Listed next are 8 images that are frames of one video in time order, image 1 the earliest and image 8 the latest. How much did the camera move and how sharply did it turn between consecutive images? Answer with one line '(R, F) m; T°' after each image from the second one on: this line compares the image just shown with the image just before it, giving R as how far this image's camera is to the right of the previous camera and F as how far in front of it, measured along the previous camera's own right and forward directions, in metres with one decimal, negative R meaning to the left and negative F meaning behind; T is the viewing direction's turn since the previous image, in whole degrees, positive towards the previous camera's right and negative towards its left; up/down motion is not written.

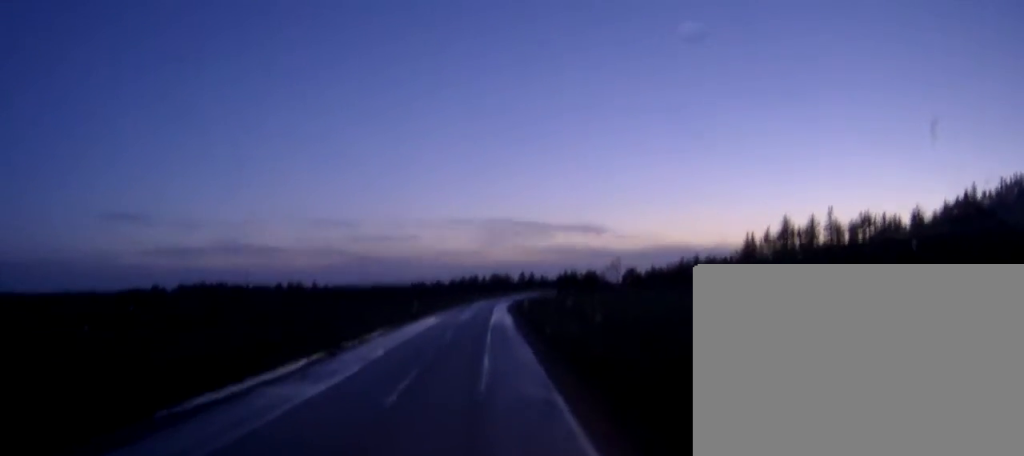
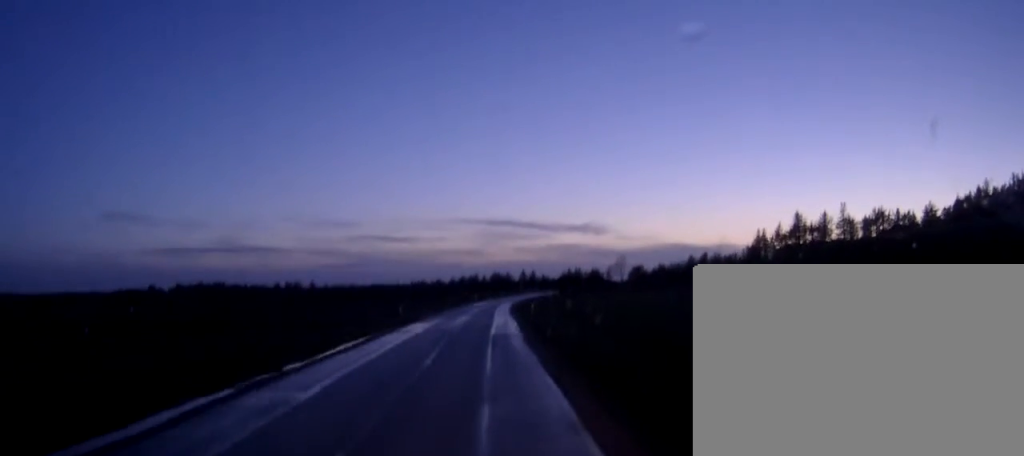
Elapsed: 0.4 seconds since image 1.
(0.0, +8.9) m; 0°
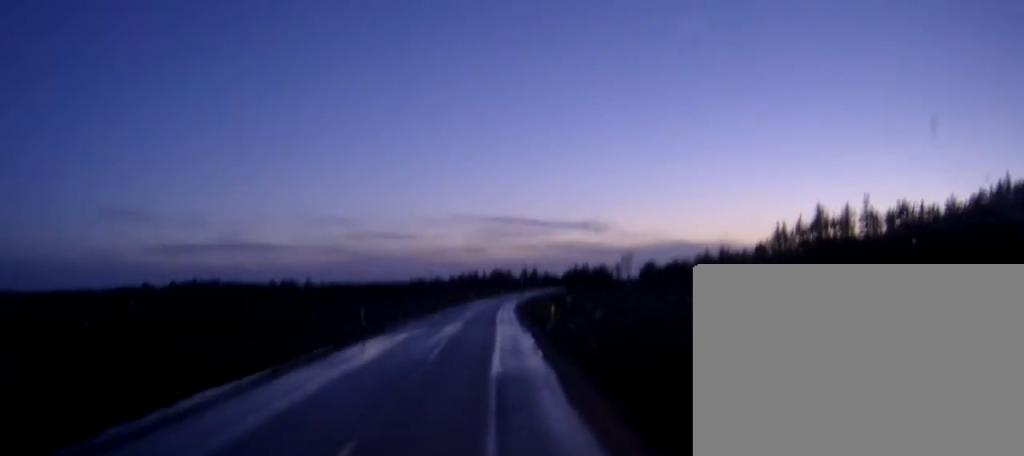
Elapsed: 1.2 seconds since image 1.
(+0.1, +15.0) m; 0°
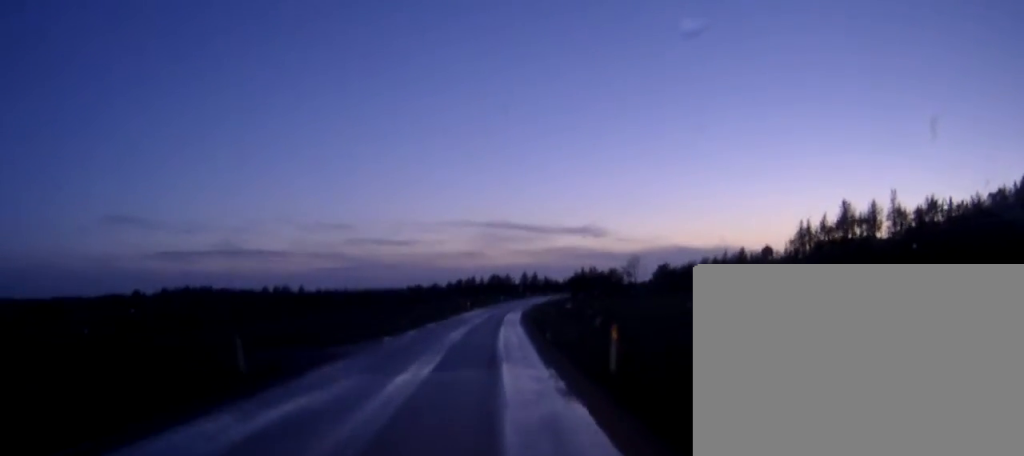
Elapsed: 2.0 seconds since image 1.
(0.0, +16.9) m; 0°
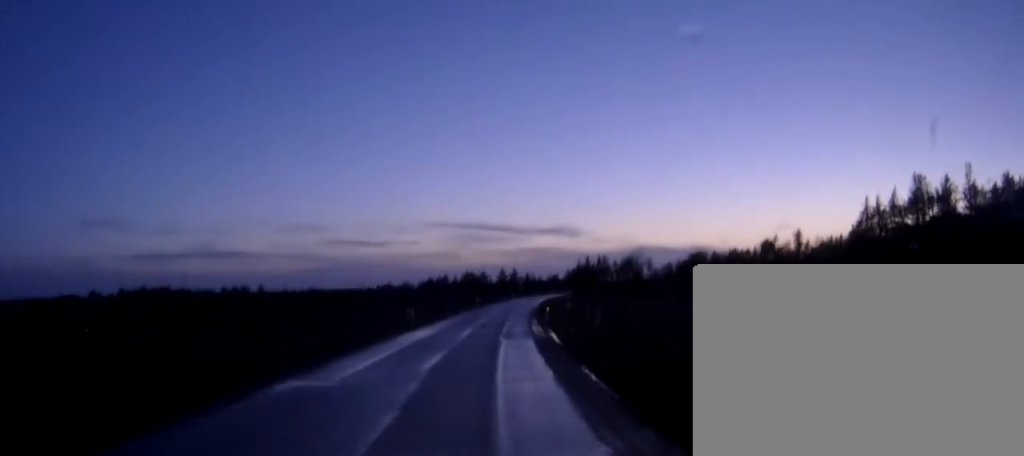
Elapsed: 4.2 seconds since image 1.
(+0.8, +45.1) m; +2°
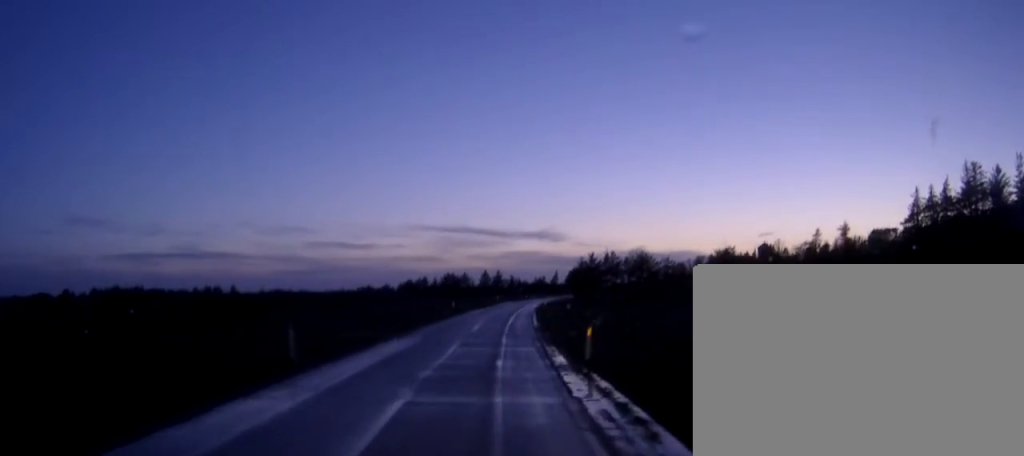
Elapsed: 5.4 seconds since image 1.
(+0.3, +24.4) m; +1°
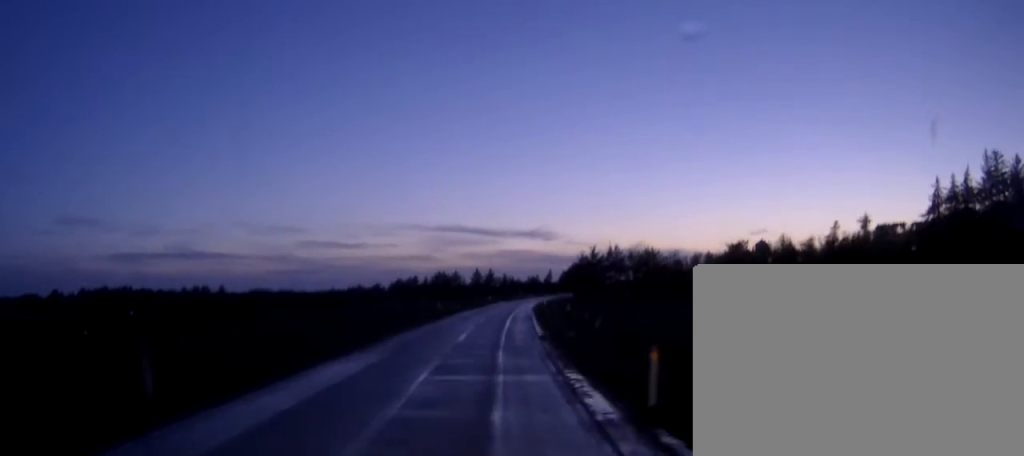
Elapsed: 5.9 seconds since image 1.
(+0.1, +8.9) m; +1°
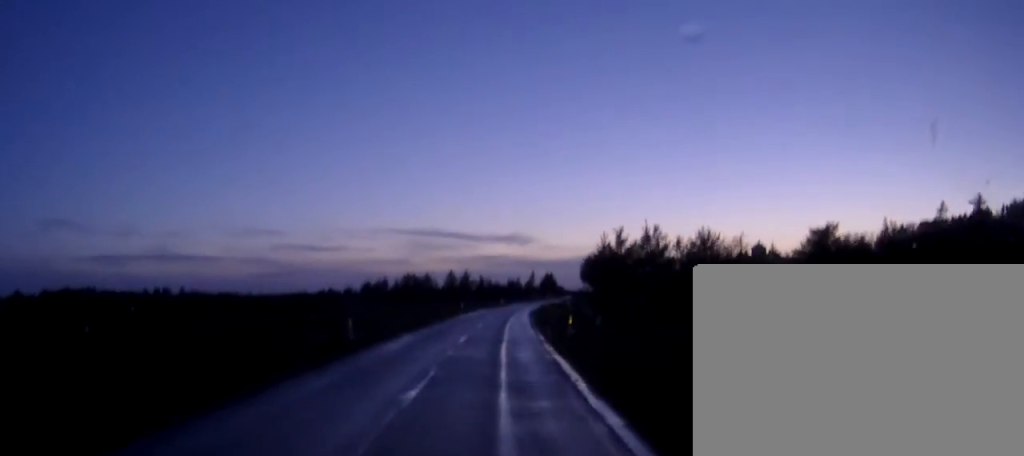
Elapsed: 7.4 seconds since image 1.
(+0.5, +31.9) m; +2°
